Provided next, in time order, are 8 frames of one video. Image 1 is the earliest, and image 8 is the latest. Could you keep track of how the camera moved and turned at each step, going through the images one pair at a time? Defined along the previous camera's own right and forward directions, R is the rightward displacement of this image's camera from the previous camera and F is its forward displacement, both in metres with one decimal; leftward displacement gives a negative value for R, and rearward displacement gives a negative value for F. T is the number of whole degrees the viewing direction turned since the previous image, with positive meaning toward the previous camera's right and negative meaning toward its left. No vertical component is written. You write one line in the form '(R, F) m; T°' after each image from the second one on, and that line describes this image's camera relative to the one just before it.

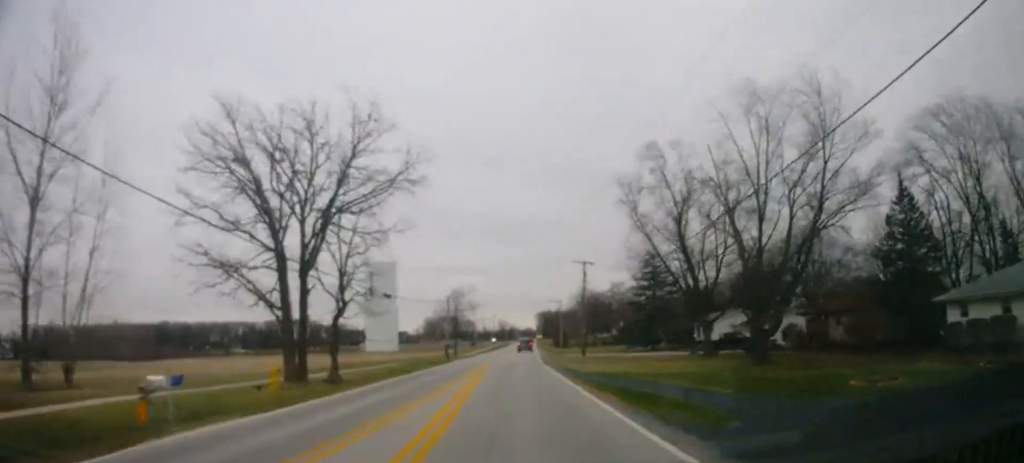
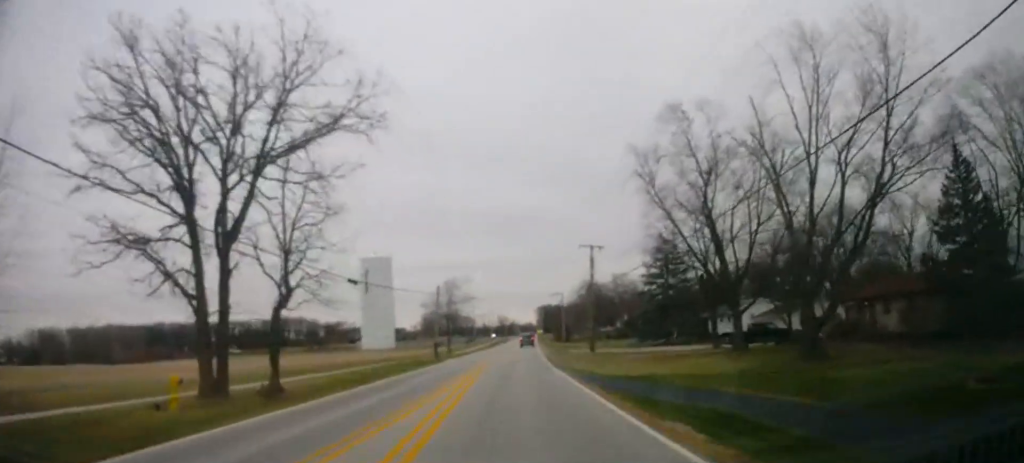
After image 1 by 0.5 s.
(-0.1, +7.3) m; 0°
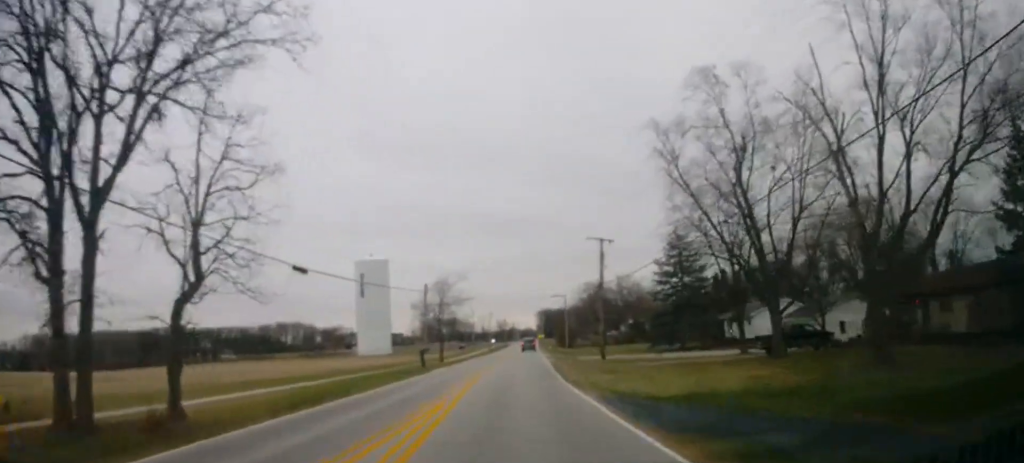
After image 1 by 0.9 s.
(-0.2, +6.8) m; 0°
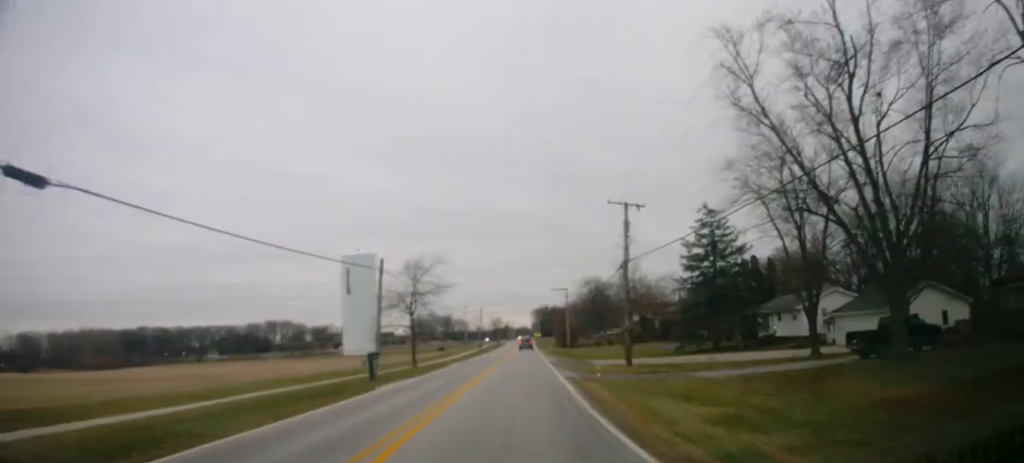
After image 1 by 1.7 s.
(+0.2, +13.3) m; 0°
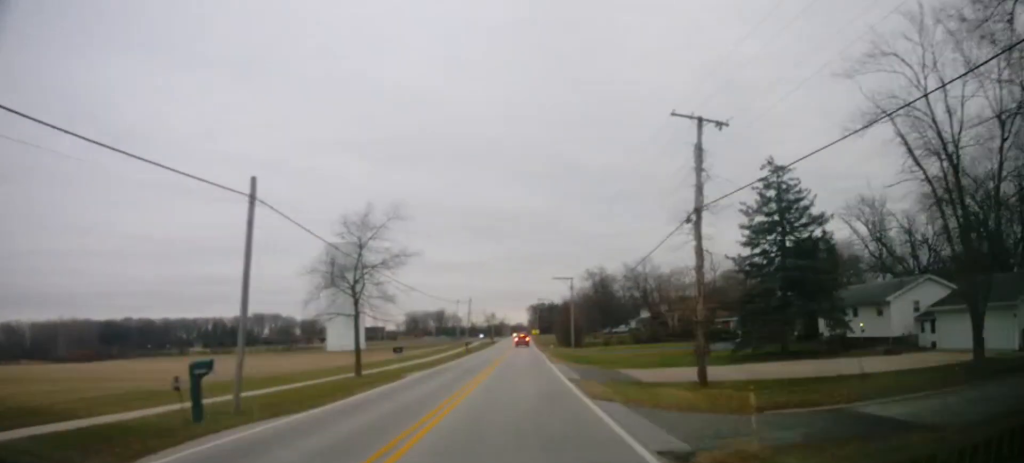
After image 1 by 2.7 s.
(0.0, +15.7) m; 0°
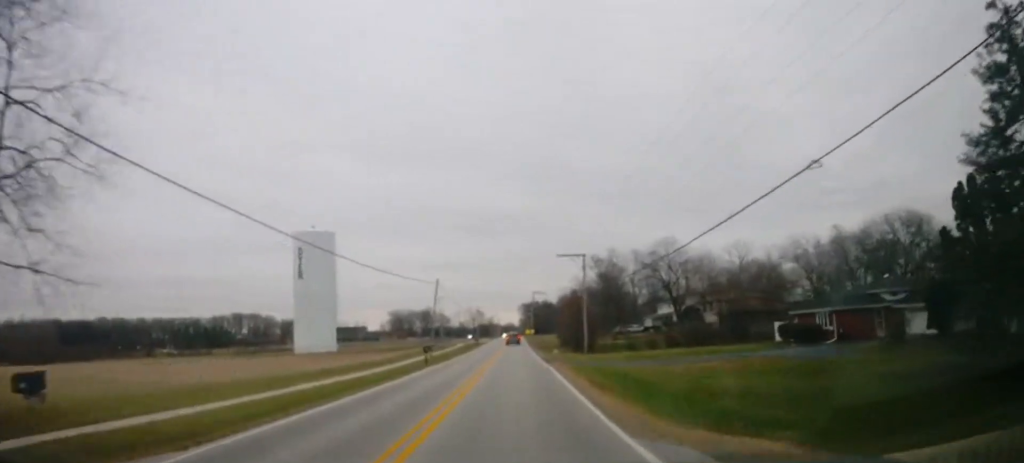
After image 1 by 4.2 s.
(+0.3, +24.9) m; +2°
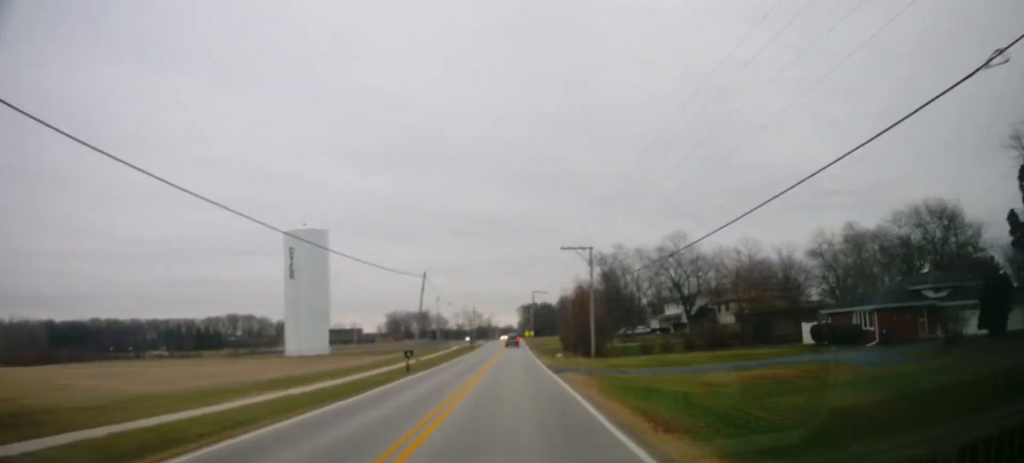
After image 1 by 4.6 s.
(0.0, +6.5) m; 0°
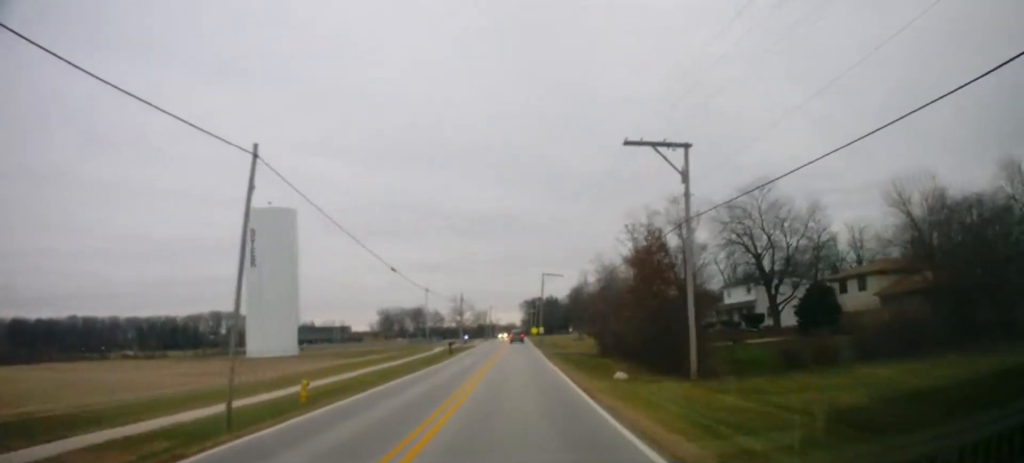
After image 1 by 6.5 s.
(0.0, +30.2) m; 0°
